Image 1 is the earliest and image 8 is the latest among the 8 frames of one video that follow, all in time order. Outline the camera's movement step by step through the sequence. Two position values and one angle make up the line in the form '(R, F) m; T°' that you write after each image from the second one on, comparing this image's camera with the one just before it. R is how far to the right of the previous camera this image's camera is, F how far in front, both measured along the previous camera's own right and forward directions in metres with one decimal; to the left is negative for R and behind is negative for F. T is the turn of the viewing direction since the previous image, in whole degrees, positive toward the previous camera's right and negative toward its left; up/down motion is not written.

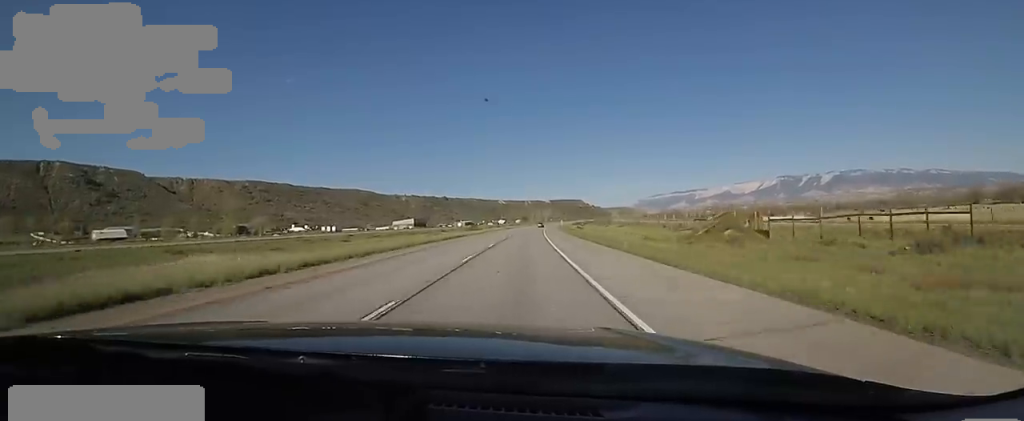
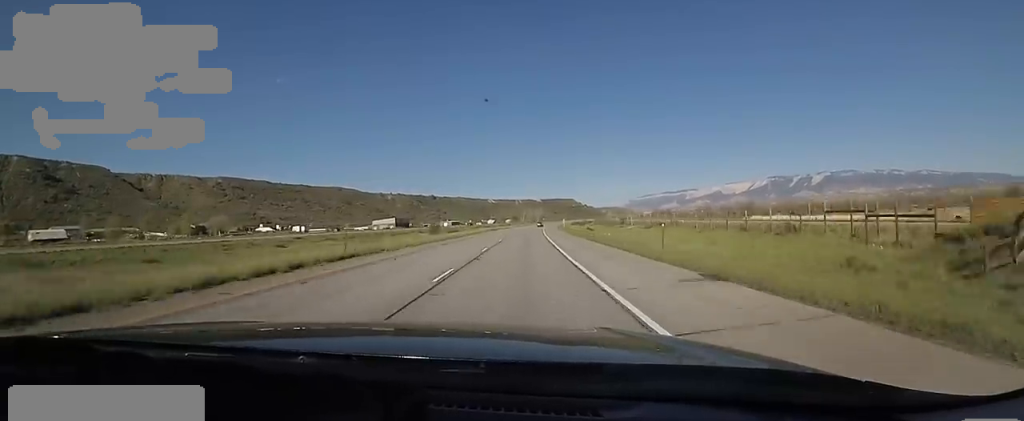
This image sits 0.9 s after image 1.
(+0.9, +30.0) m; 0°
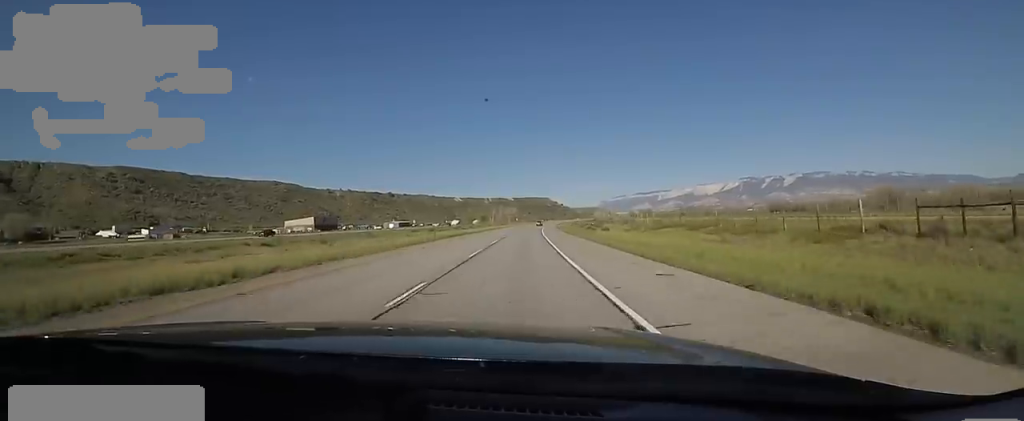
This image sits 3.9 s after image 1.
(+2.0, +98.7) m; +3°
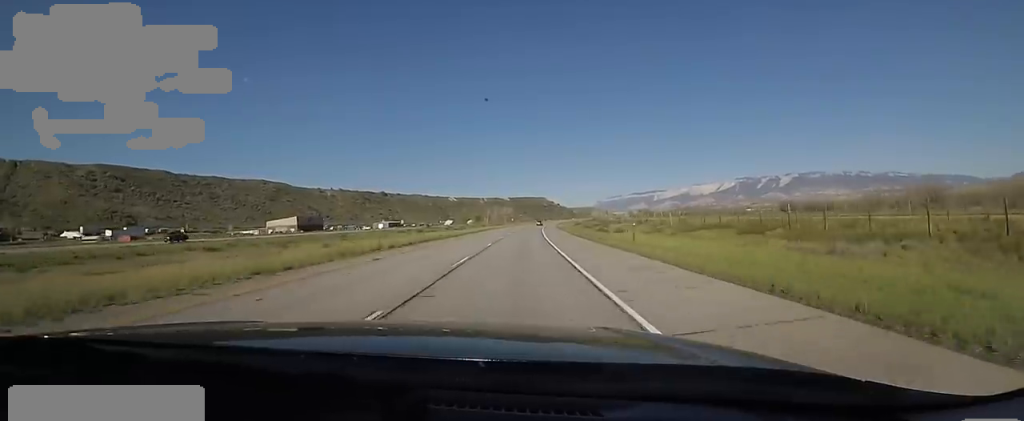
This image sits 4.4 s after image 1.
(0.0, +16.6) m; +1°
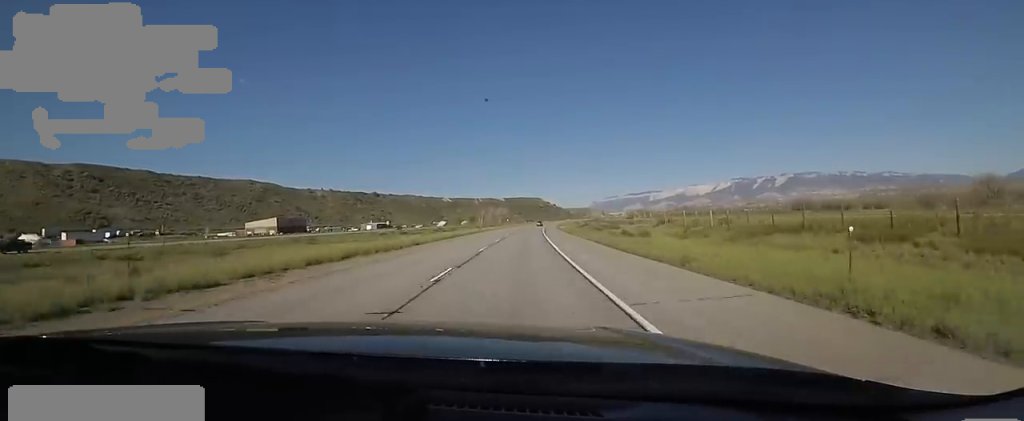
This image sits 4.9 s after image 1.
(-0.2, +16.6) m; +2°
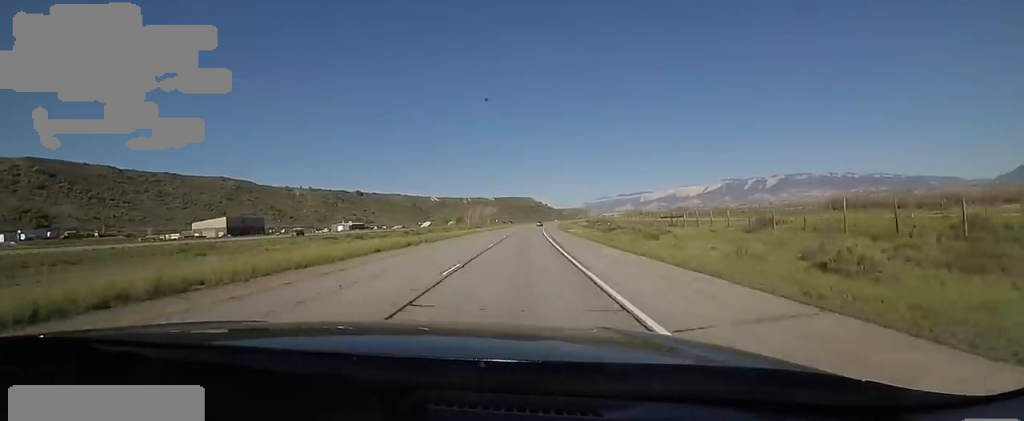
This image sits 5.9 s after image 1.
(+1.3, +34.5) m; +1°
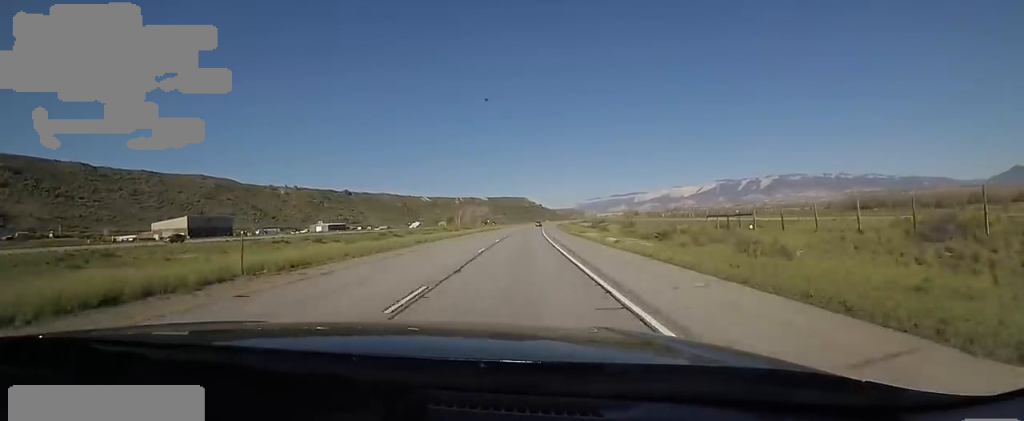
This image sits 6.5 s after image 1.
(-0.2, +21.4) m; 0°
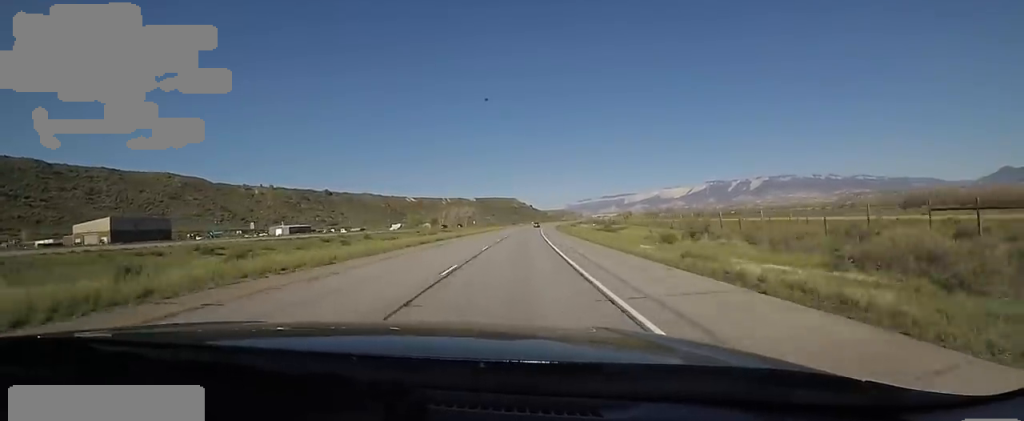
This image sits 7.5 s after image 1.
(-0.3, +33.8) m; +1°
